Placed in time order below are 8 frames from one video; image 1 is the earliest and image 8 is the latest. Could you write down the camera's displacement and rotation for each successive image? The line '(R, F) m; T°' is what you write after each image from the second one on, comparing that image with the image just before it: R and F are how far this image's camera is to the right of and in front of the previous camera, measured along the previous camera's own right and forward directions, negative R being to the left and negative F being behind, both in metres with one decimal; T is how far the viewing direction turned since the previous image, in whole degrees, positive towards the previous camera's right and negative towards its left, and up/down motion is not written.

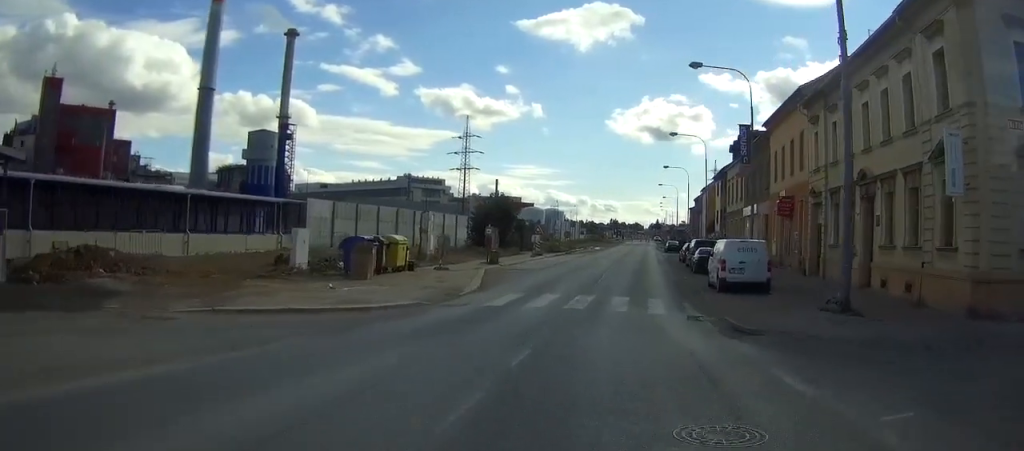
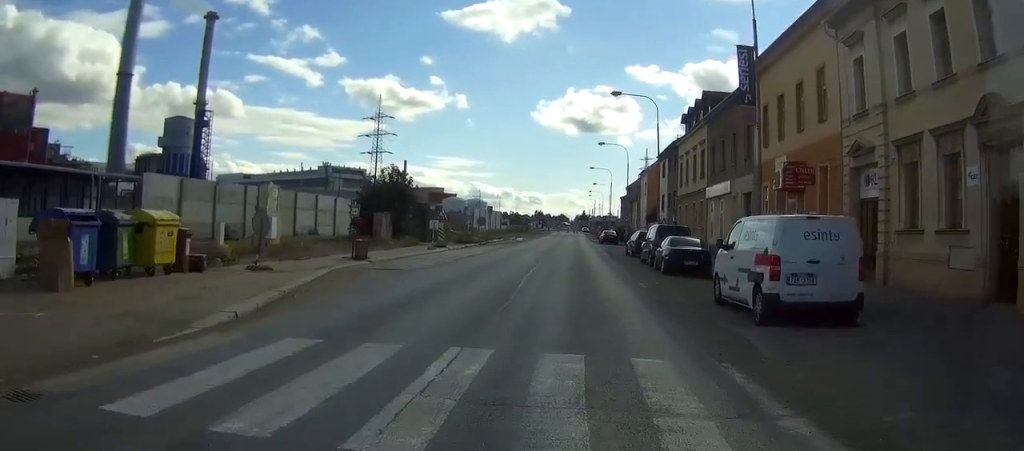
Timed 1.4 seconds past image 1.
(+0.9, +12.9) m; +8°
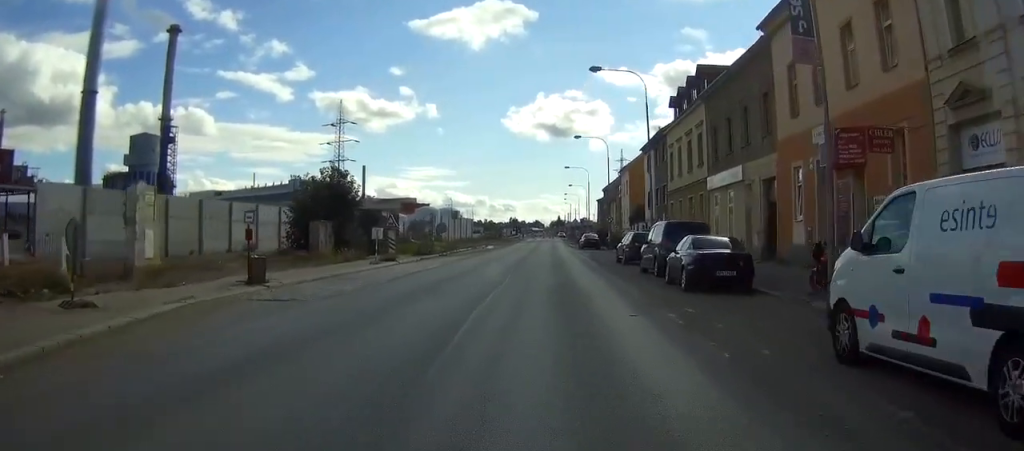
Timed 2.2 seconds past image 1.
(+0.3, +7.9) m; +2°
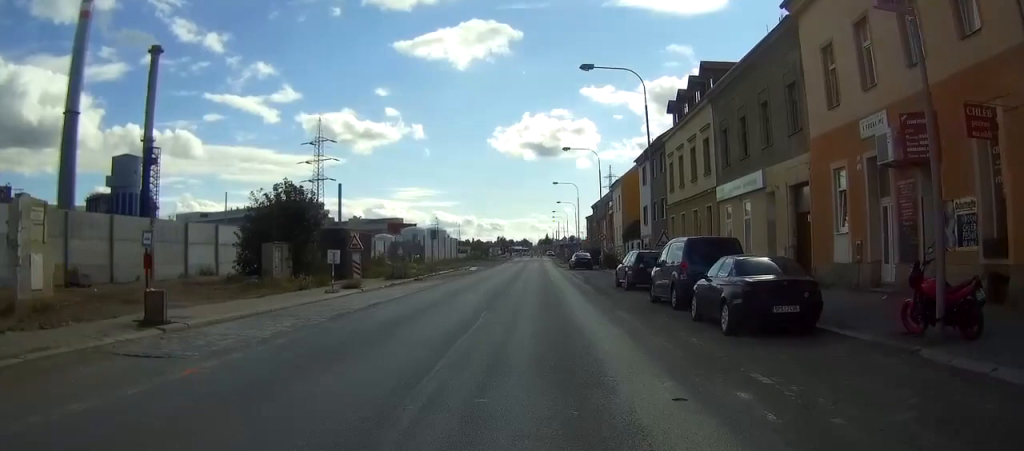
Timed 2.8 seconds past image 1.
(+0.1, +5.1) m; +1°
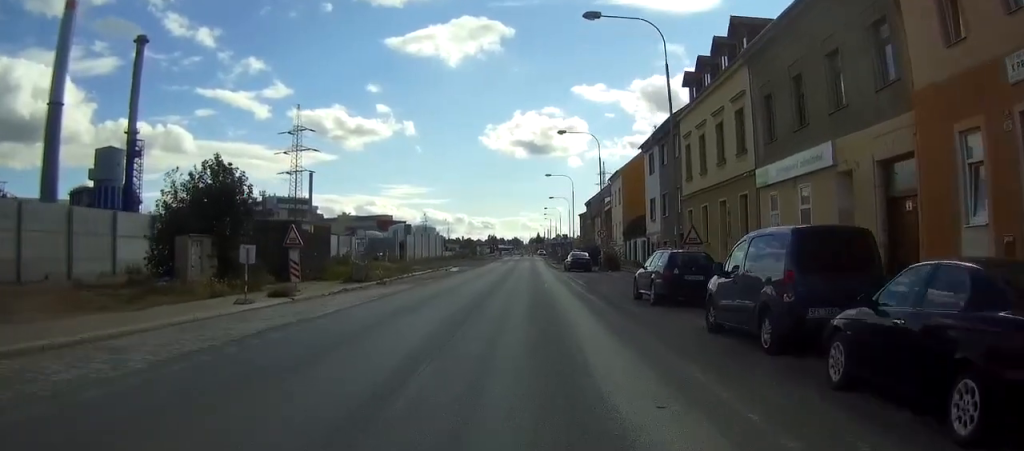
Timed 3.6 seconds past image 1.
(0.0, +8.1) m; -1°
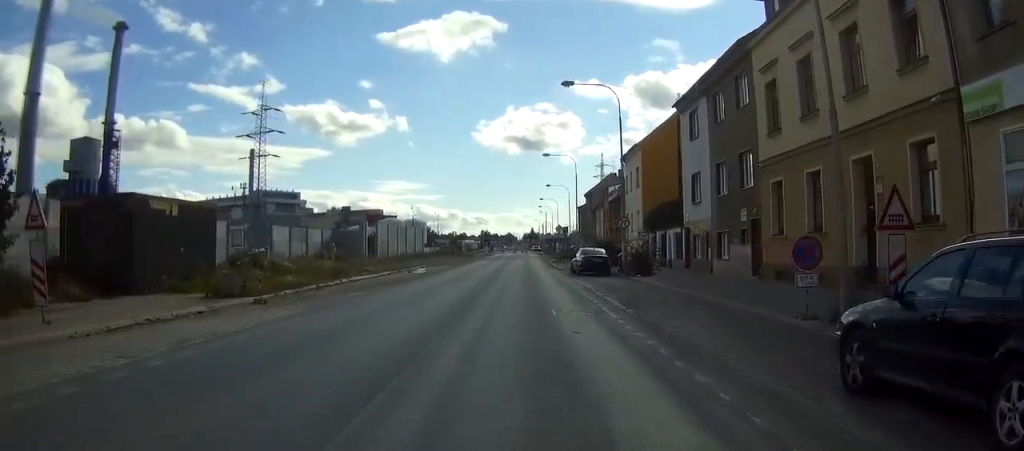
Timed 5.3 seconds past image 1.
(-0.3, +16.0) m; -3°
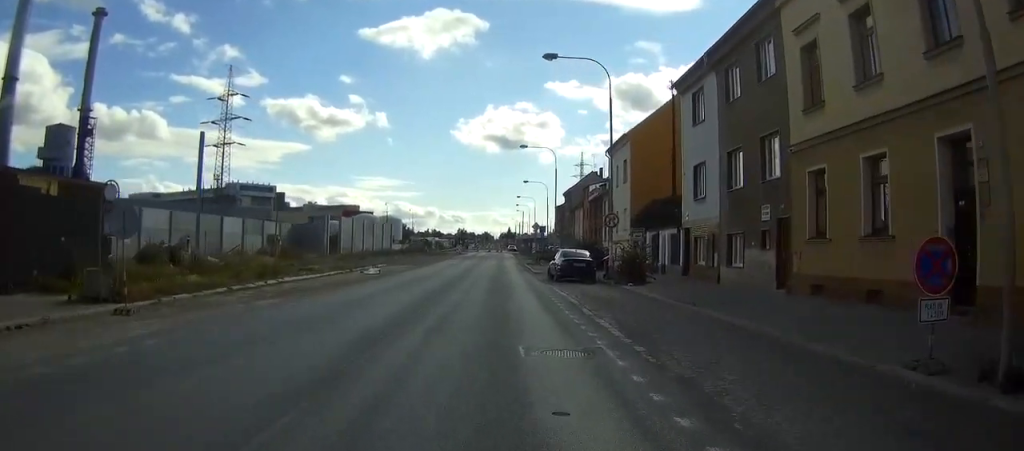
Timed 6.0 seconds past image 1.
(-0.1, +6.7) m; +1°
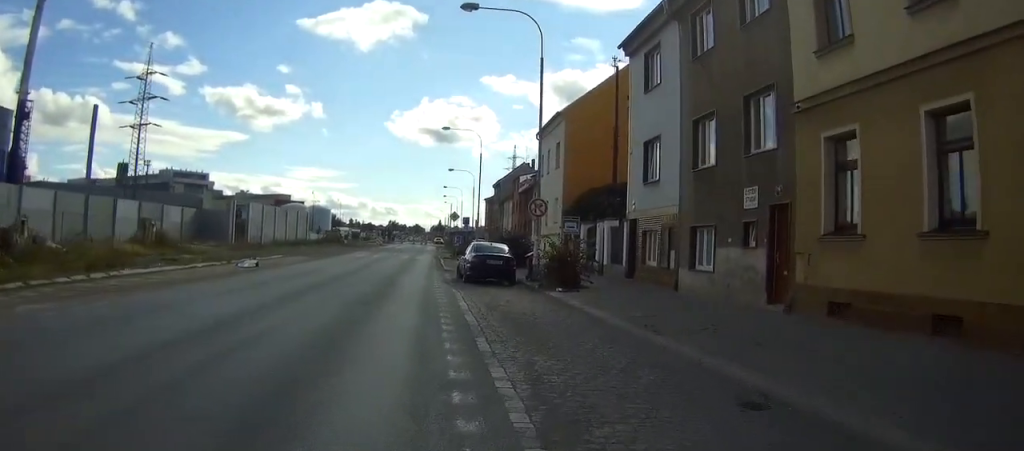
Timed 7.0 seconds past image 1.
(+0.1, +8.2) m; +6°
